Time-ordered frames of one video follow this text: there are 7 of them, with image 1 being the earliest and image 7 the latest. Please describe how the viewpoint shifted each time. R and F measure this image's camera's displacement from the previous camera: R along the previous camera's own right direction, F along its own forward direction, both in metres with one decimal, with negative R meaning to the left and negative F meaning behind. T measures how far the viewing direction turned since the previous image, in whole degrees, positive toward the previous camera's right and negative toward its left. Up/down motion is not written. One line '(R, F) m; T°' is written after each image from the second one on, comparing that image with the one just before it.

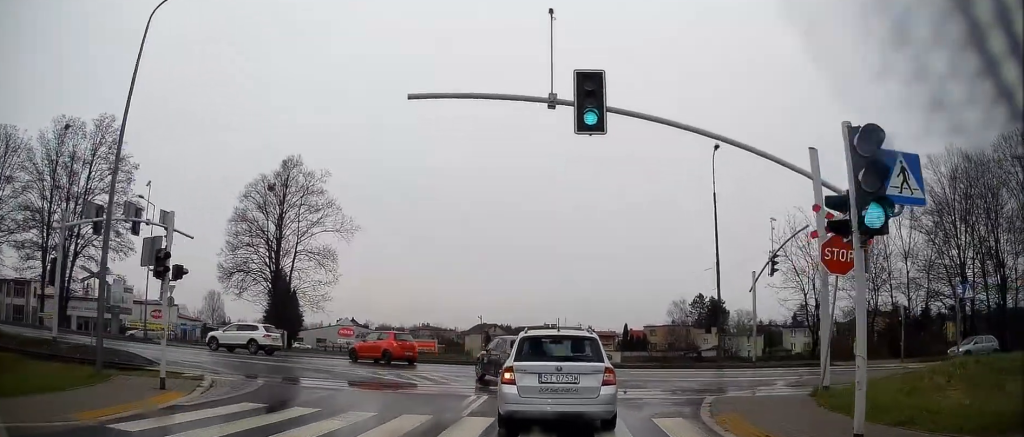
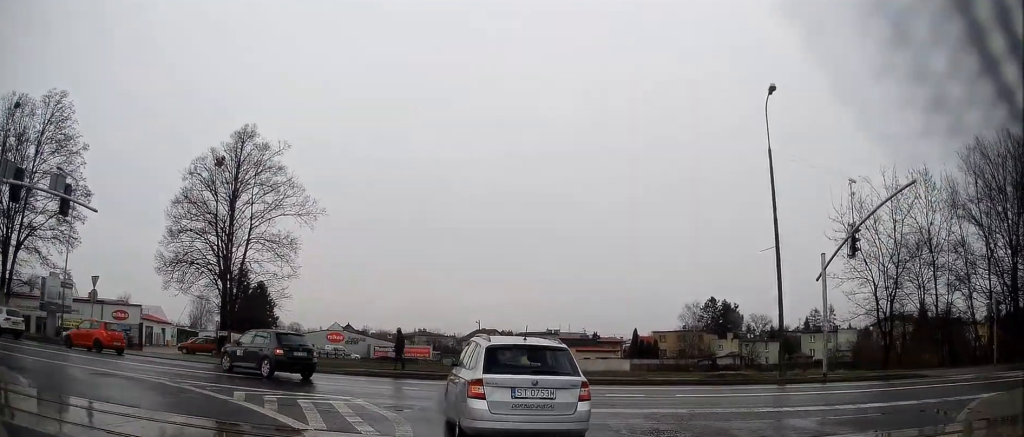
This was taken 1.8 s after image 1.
(+0.4, +9.4) m; +3°
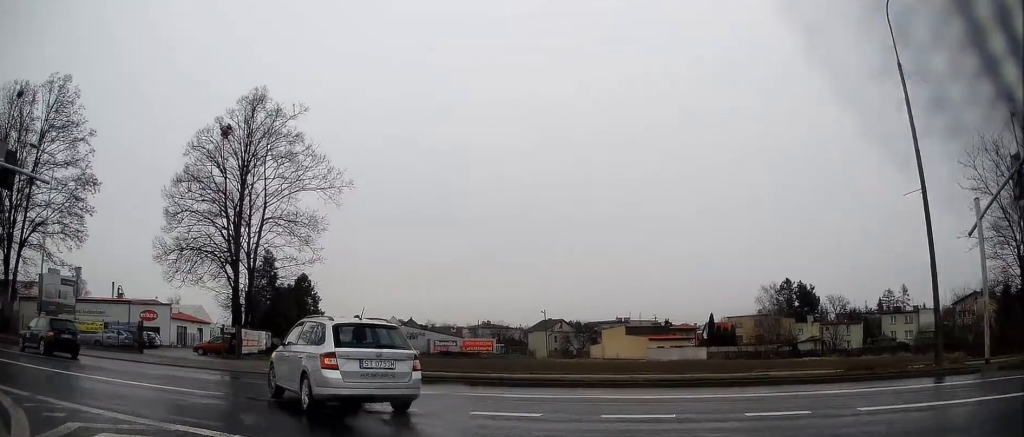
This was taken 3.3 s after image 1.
(-0.8, +7.2) m; -14°
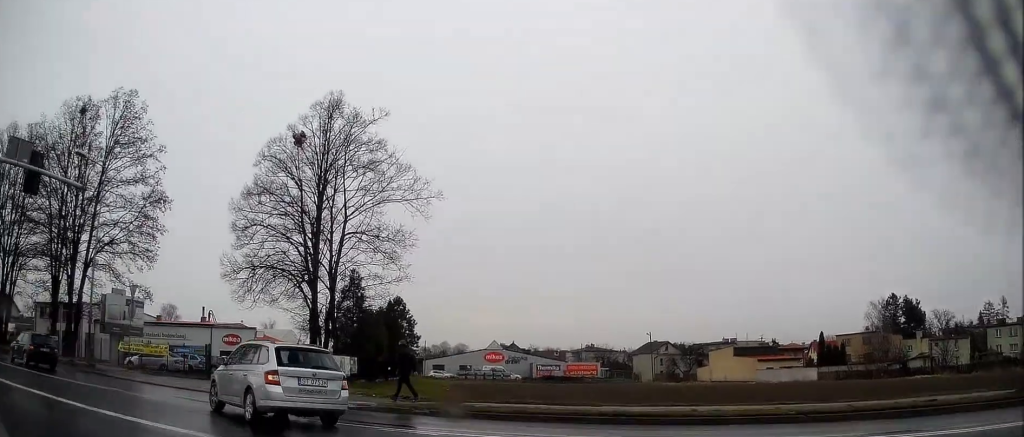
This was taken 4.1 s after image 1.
(-0.2, +3.5) m; -10°
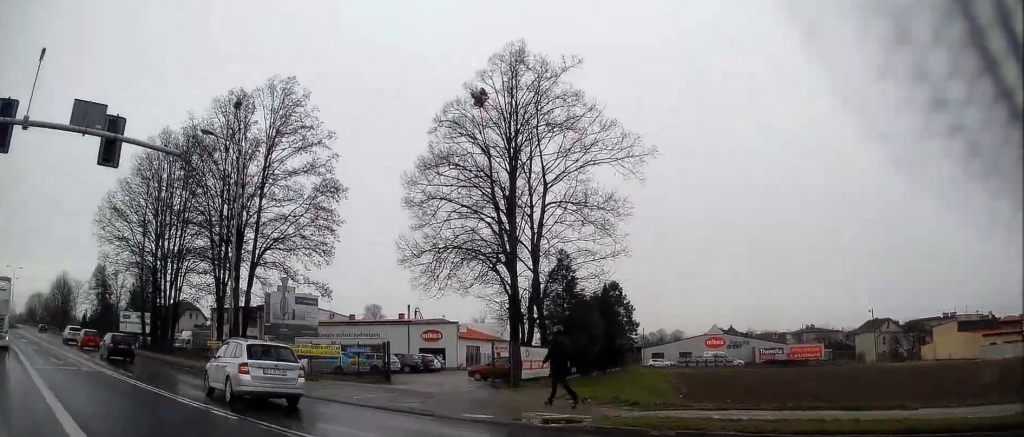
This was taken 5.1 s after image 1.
(-0.7, +5.2) m; -18°
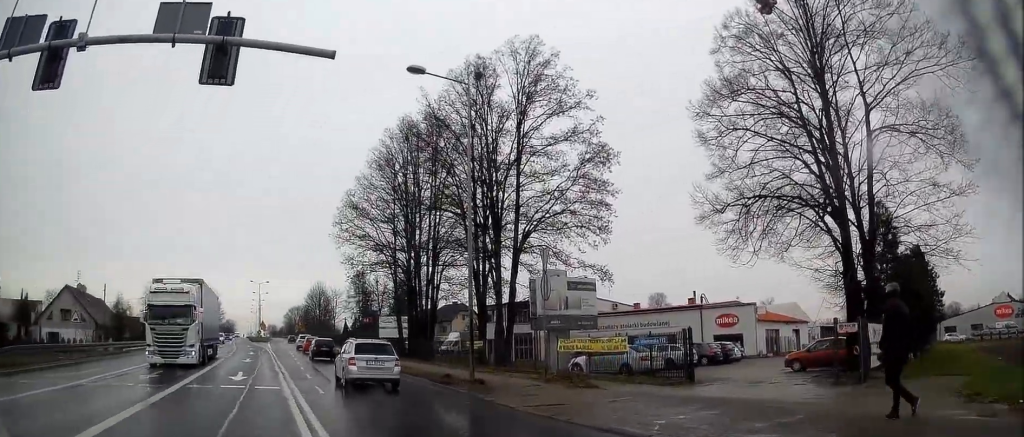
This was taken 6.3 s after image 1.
(-1.4, +6.6) m; -21°
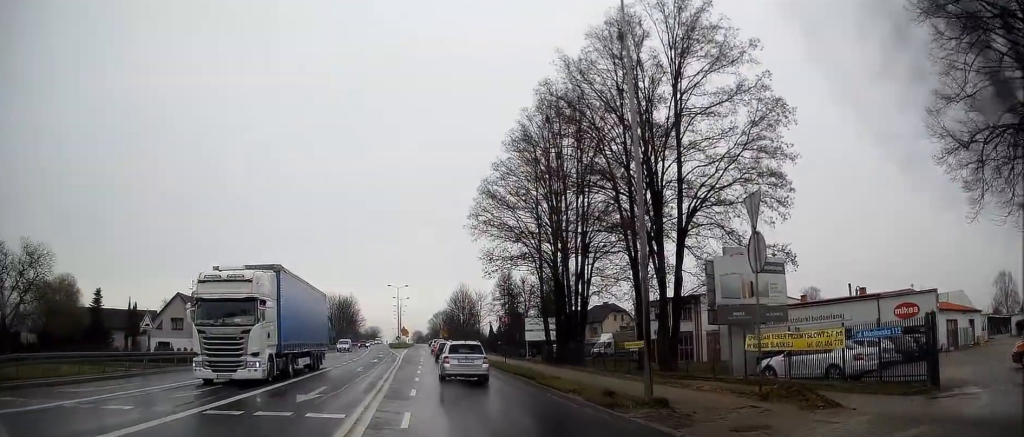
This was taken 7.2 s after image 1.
(-0.8, +6.2) m; -13°
